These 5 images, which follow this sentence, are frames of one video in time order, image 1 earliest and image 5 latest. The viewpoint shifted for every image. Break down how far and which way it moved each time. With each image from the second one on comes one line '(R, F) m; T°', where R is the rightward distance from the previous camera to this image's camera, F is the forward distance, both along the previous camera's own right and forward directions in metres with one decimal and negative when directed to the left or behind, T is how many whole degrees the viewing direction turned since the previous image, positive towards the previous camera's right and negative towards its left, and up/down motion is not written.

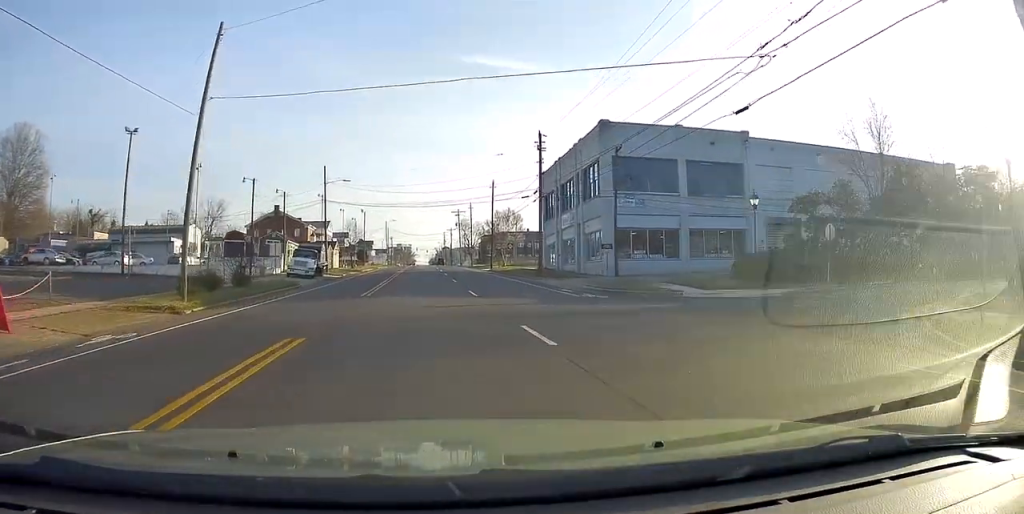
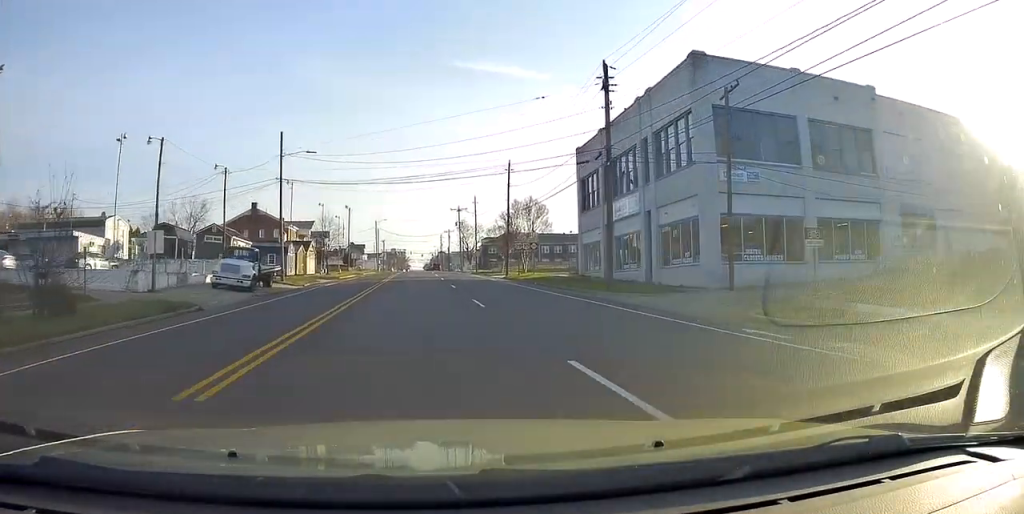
(+0.1, +17.2) m; 0°
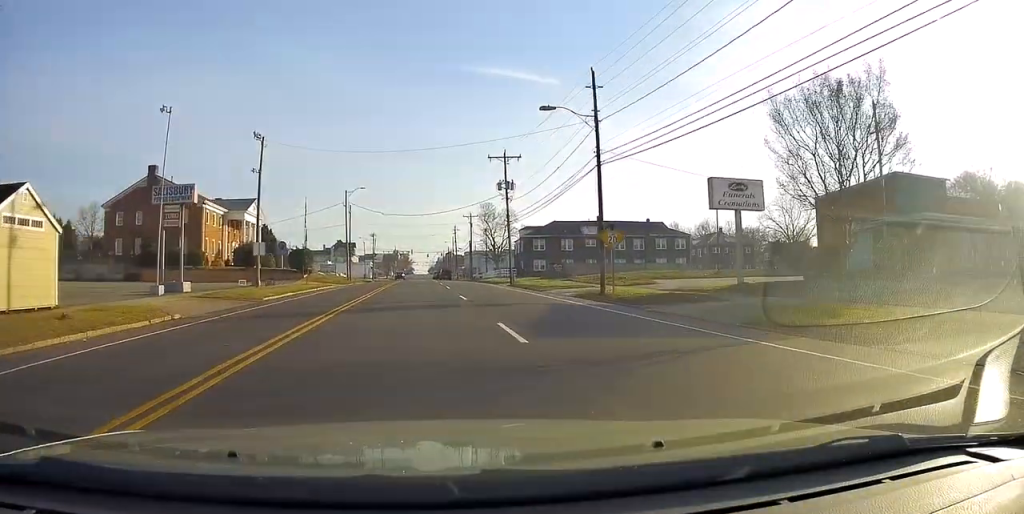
(+0.9, +55.7) m; 0°
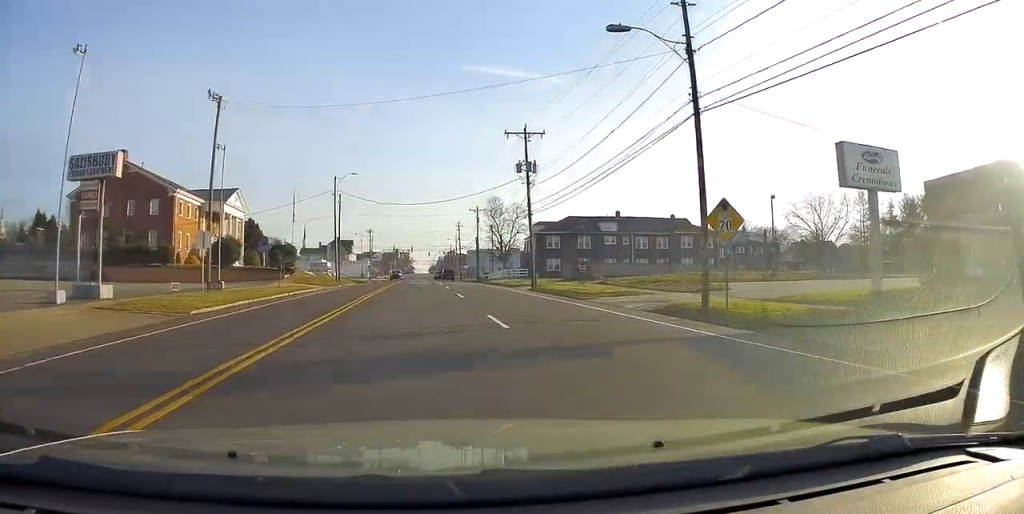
(-0.2, +9.8) m; 0°
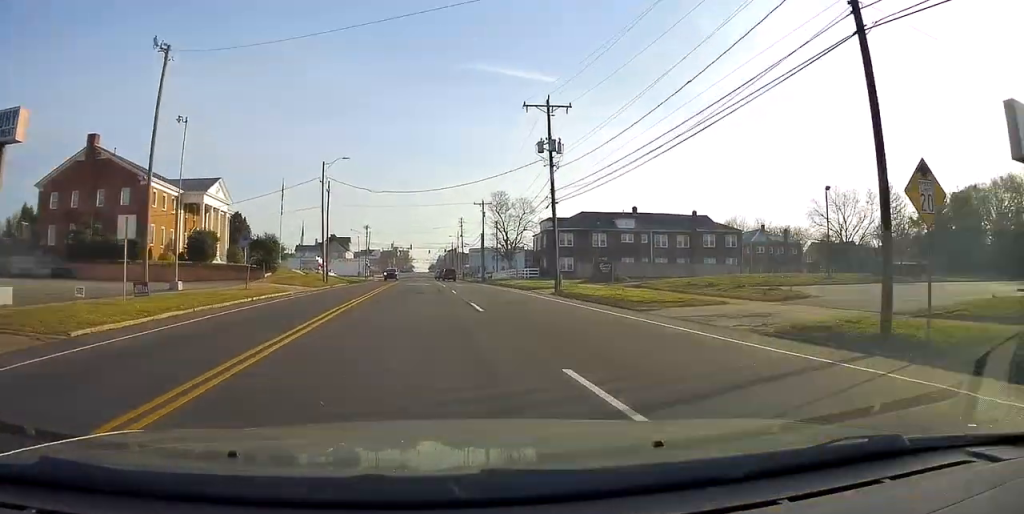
(+0.1, +7.5) m; +1°
